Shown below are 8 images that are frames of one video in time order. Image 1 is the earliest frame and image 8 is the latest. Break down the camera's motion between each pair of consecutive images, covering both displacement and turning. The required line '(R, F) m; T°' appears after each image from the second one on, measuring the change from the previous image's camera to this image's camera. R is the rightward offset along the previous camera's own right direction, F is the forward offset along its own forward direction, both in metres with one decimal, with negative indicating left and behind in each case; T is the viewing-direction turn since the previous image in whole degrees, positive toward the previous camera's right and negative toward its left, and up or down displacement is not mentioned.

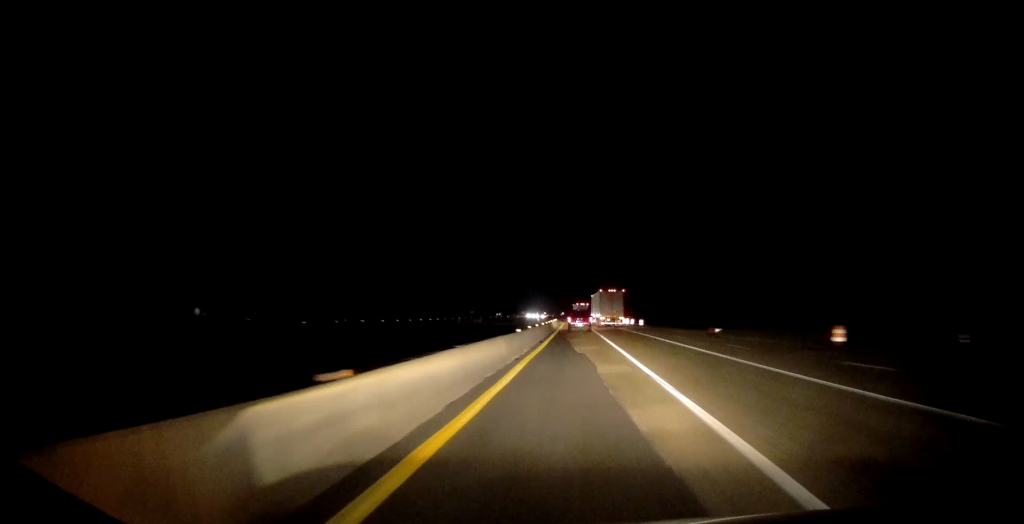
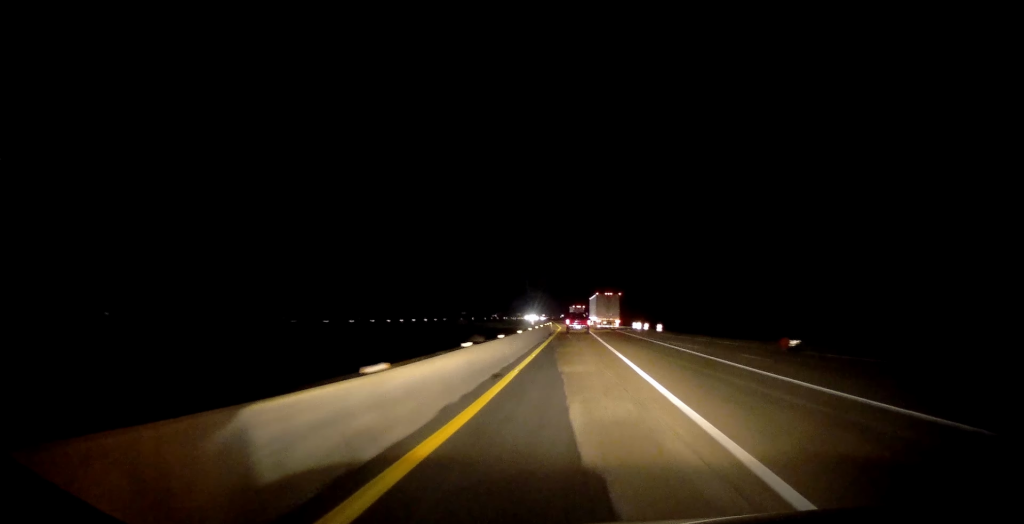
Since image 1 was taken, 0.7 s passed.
(+0.1, +16.6) m; -1°
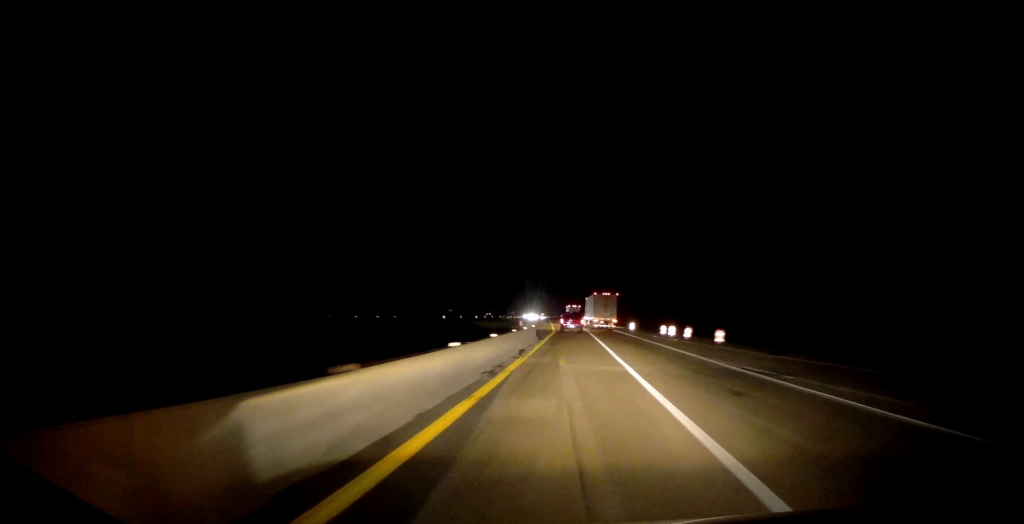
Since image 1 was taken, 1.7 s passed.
(-0.5, +24.6) m; 0°
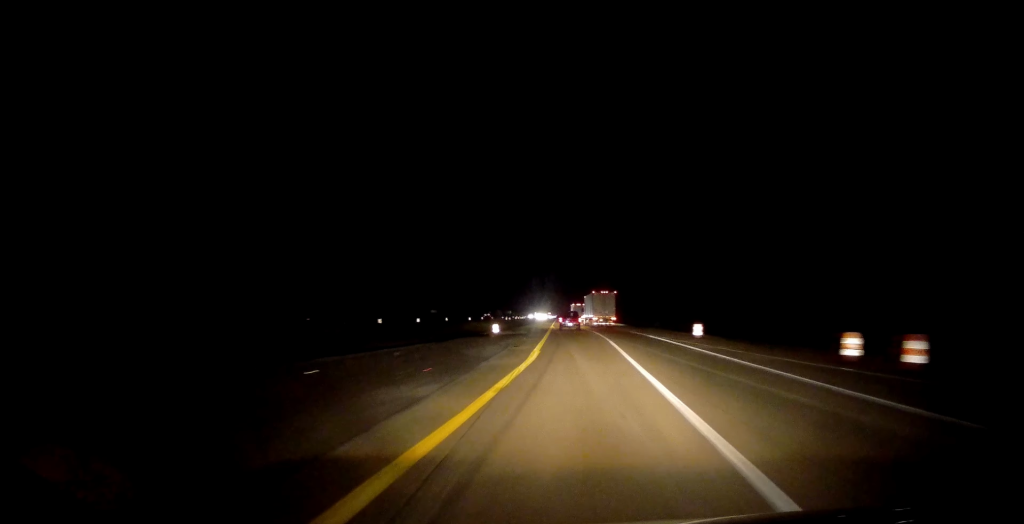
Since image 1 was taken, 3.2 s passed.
(+0.8, +34.5) m; +2°
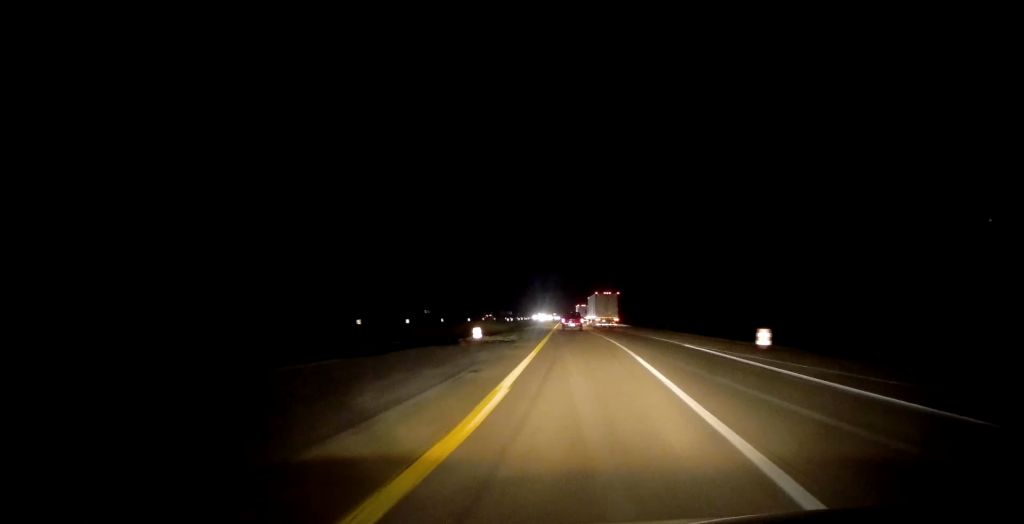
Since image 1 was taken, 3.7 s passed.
(0.0, +12.1) m; -1°
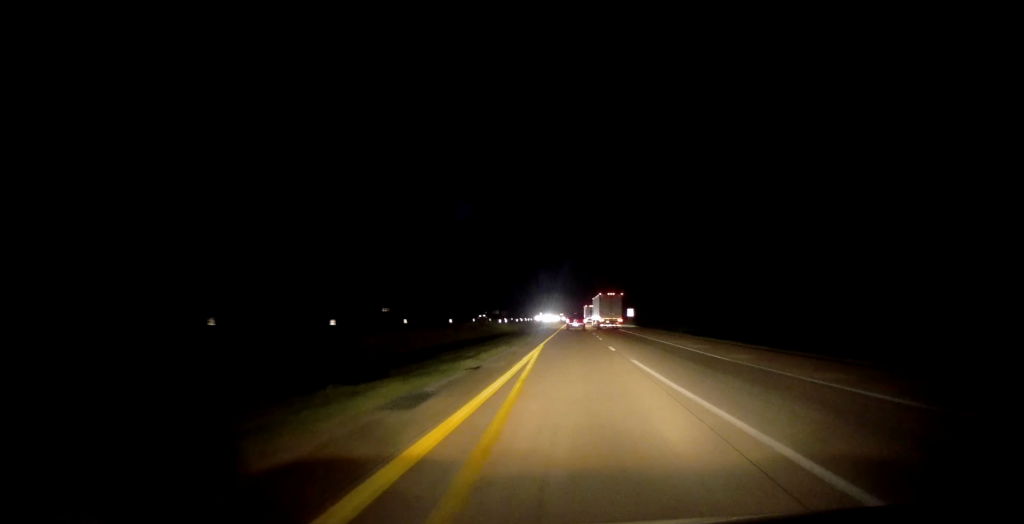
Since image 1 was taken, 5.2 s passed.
(-0.7, +38.4) m; -1°
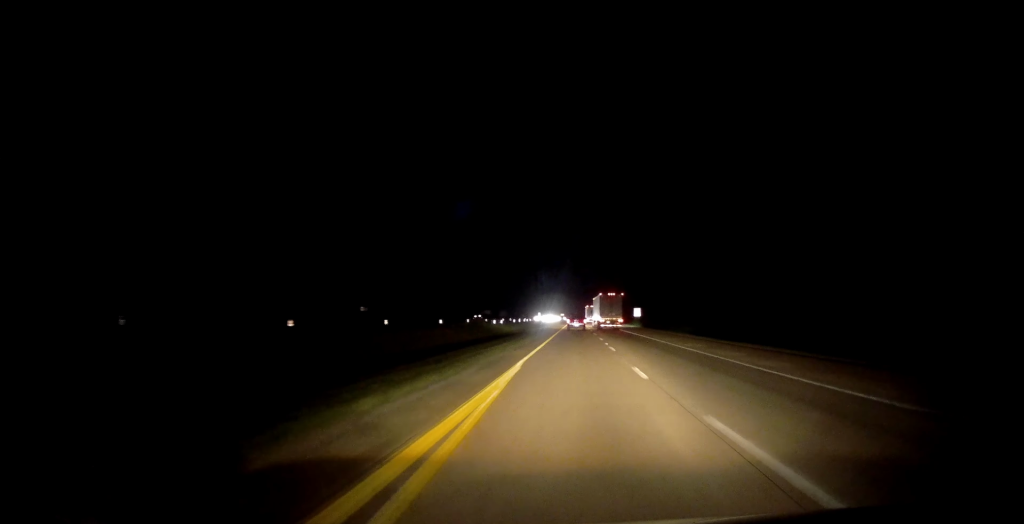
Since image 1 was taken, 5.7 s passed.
(+0.1, +11.7) m; 0°
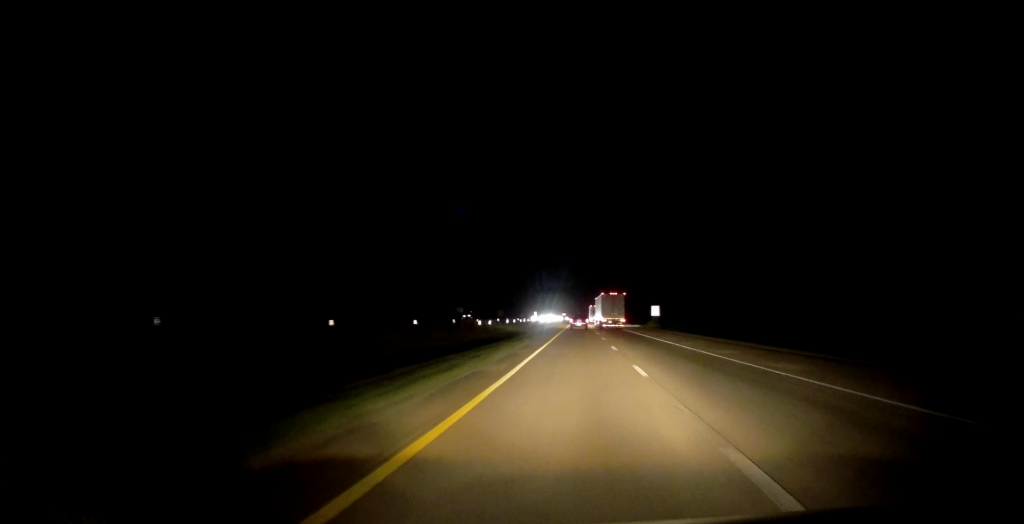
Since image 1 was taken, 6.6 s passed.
(-0.1, +22.7) m; -1°
